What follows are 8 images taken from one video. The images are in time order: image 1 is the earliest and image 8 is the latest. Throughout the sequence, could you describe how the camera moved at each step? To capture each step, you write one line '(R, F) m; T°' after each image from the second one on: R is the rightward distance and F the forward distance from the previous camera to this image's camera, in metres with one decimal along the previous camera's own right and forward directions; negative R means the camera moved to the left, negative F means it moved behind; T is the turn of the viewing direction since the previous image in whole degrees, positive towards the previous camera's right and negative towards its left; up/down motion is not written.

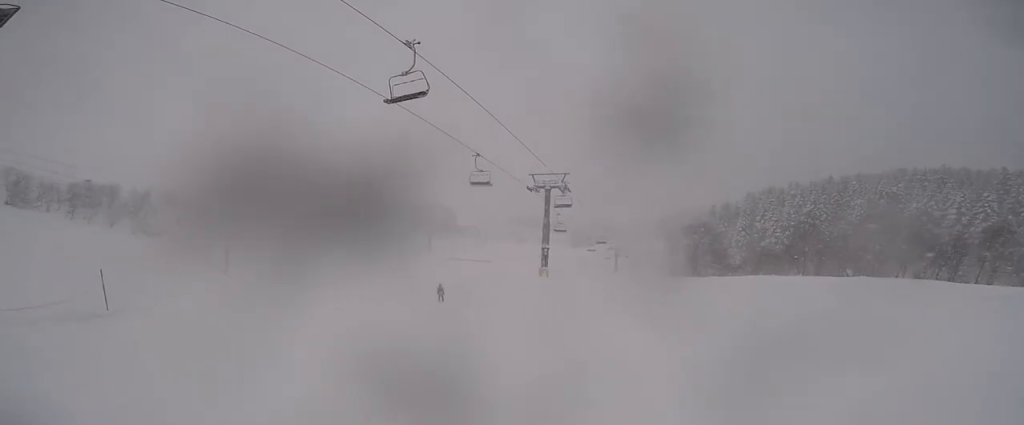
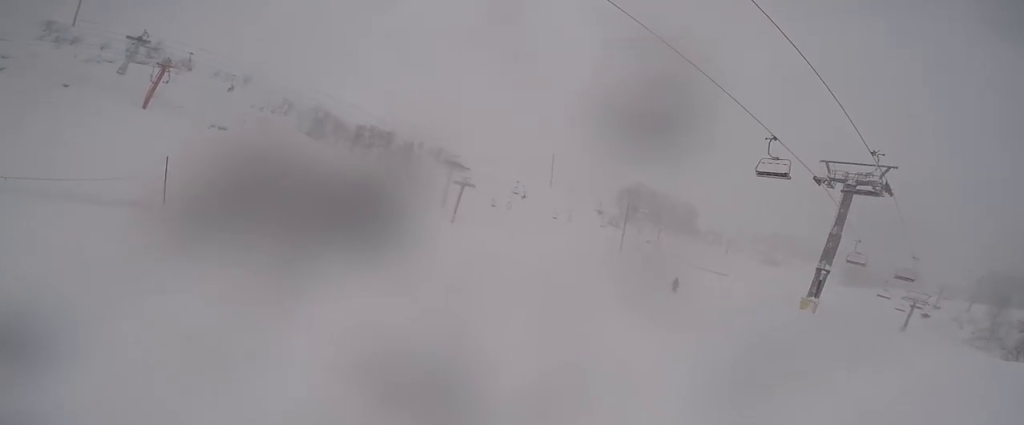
(-3.0, +10.0) m; -17°
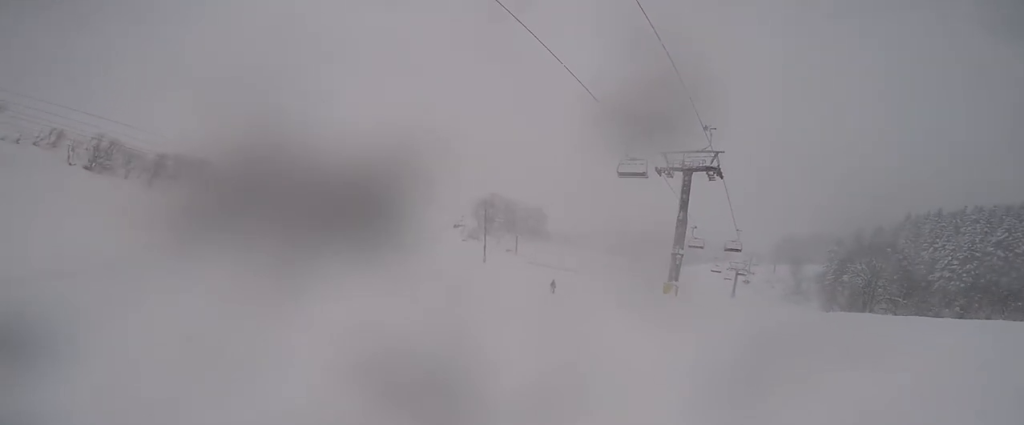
(-0.2, +3.9) m; +2°
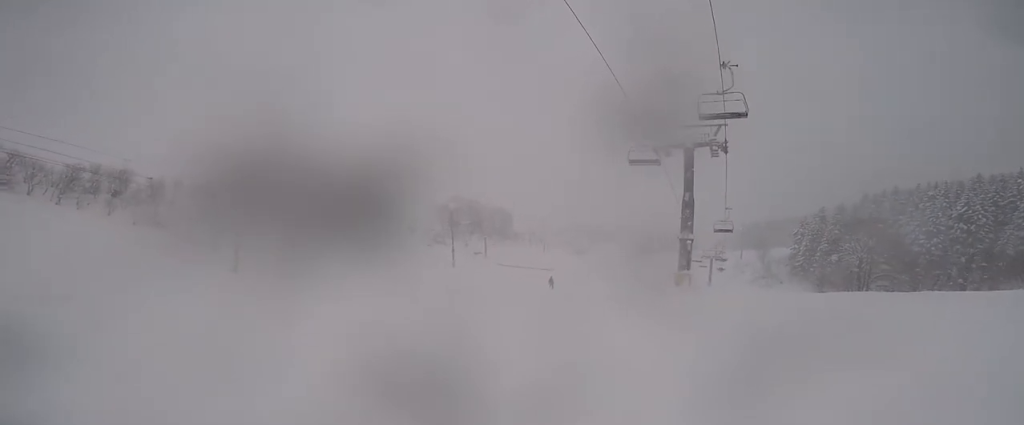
(-0.1, +6.4) m; +7°
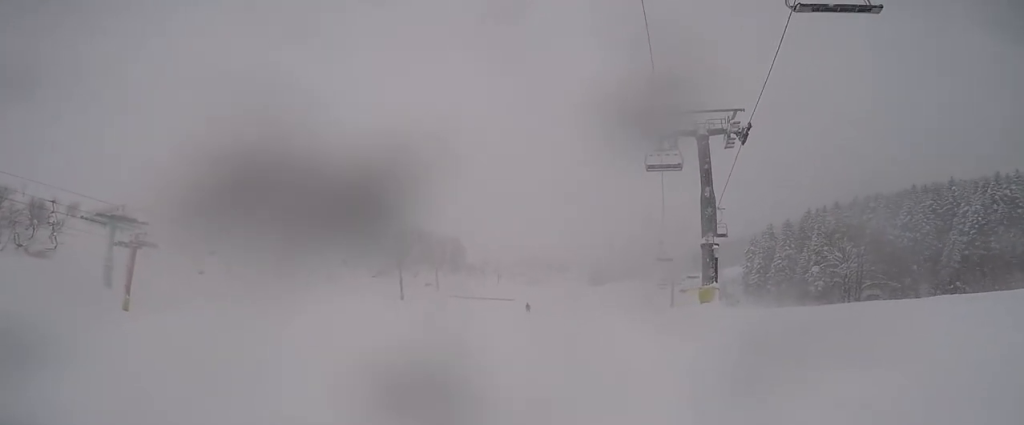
(+1.1, +8.5) m; +8°
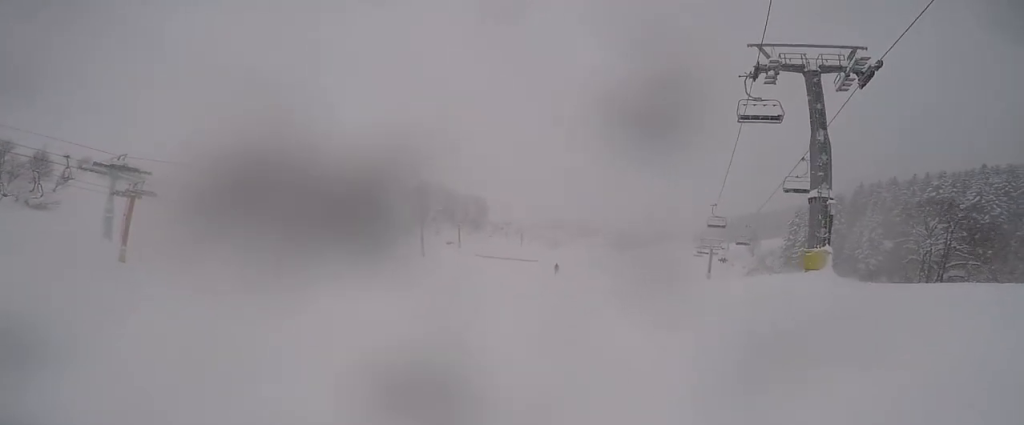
(0.0, +5.2) m; +2°
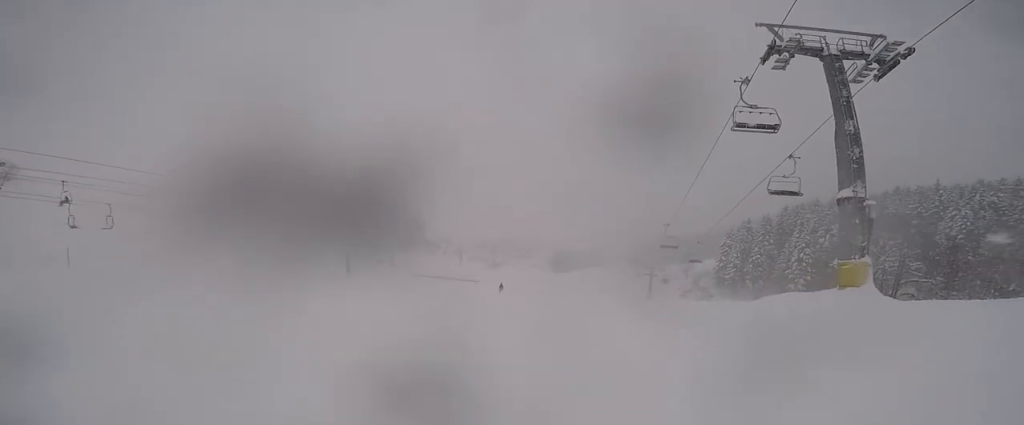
(-0.2, +5.7) m; +8°
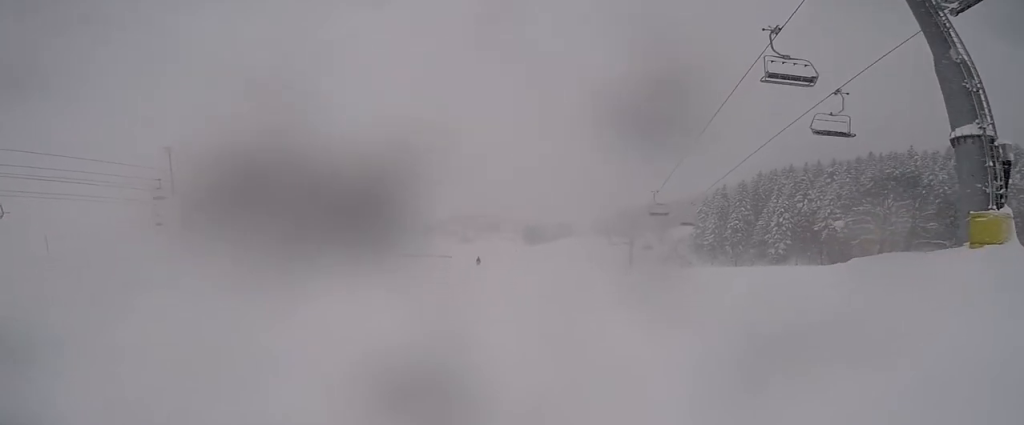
(+0.8, +5.1) m; +1°
